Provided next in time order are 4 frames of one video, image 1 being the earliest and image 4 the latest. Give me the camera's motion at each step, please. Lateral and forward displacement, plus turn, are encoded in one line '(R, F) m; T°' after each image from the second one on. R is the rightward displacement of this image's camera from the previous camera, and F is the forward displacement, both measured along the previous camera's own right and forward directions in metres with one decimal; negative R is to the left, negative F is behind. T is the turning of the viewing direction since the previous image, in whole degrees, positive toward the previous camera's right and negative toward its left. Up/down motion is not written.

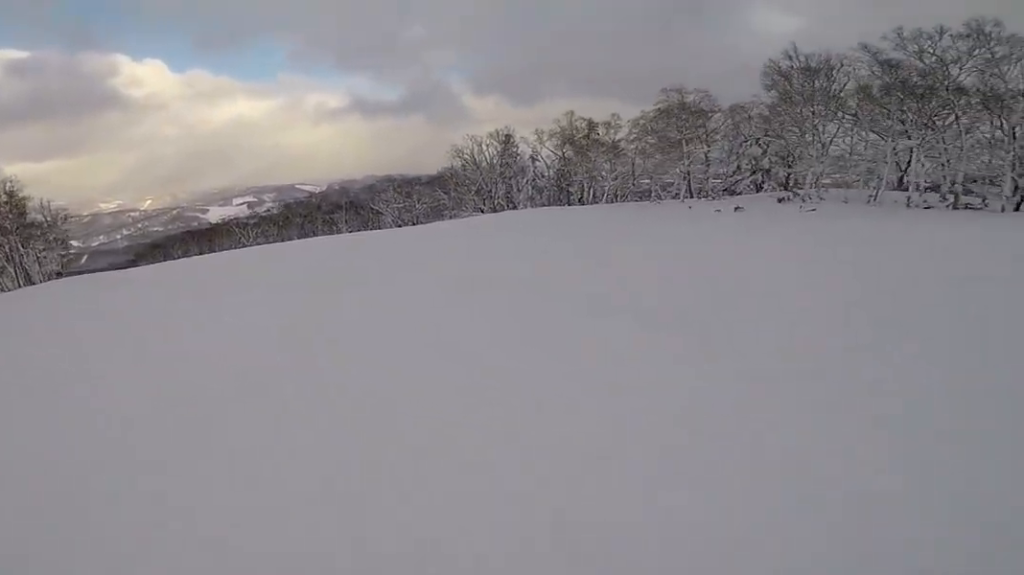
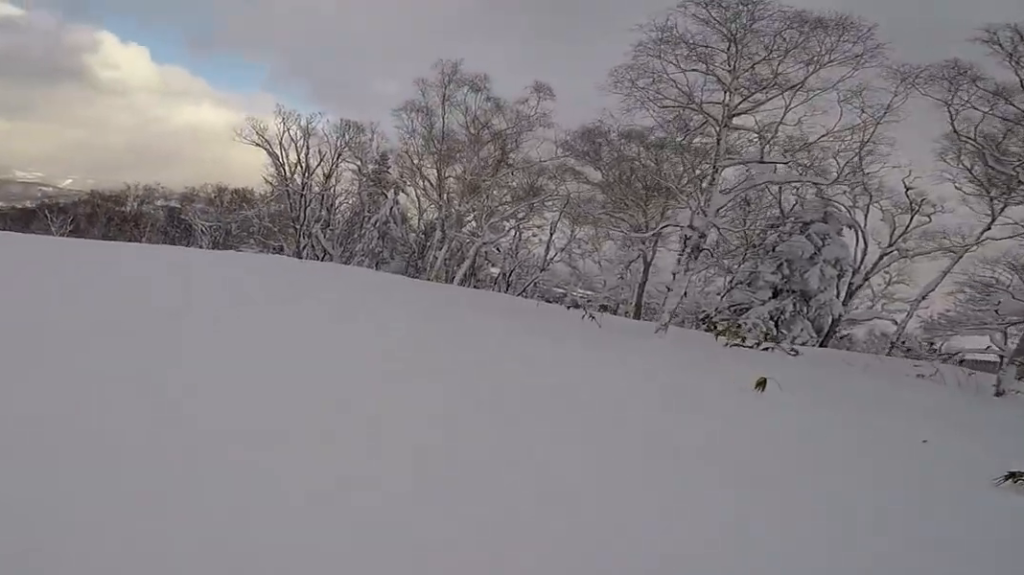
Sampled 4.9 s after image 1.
(+12.0, +32.0) m; -7°
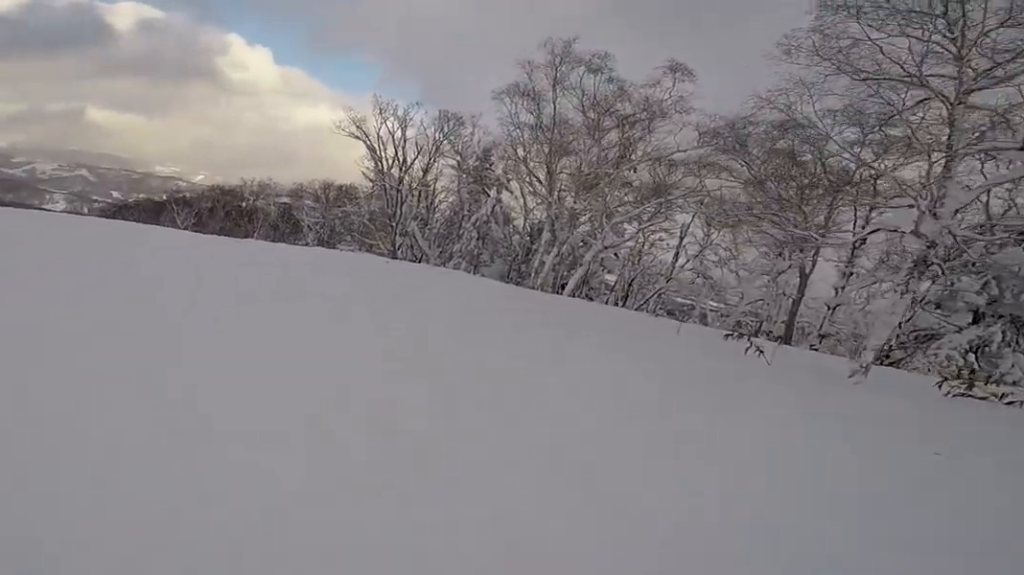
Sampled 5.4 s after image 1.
(-0.2, +2.6) m; -9°
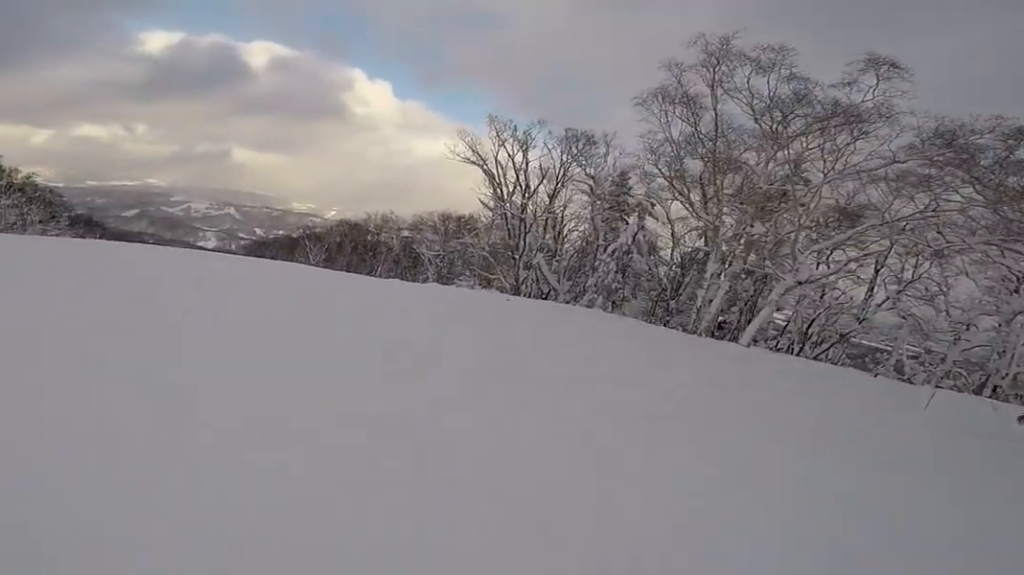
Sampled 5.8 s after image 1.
(+0.2, +2.3) m; -8°
